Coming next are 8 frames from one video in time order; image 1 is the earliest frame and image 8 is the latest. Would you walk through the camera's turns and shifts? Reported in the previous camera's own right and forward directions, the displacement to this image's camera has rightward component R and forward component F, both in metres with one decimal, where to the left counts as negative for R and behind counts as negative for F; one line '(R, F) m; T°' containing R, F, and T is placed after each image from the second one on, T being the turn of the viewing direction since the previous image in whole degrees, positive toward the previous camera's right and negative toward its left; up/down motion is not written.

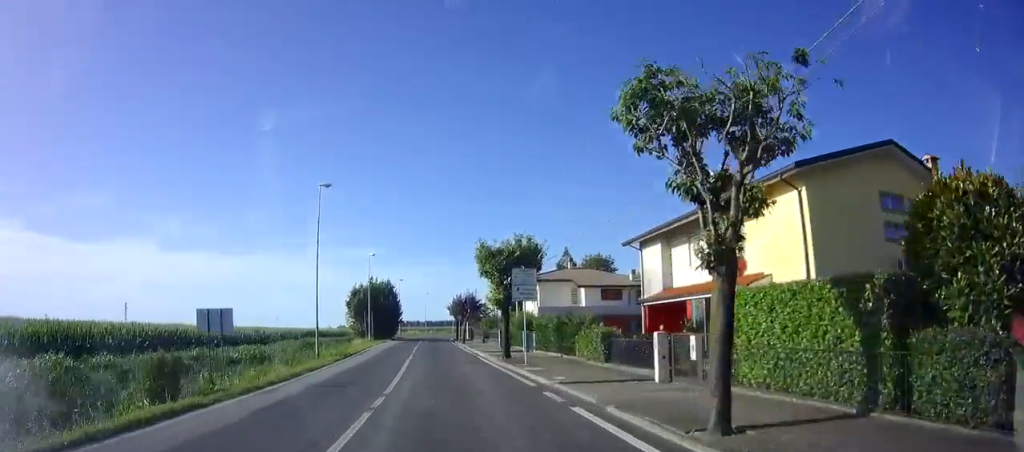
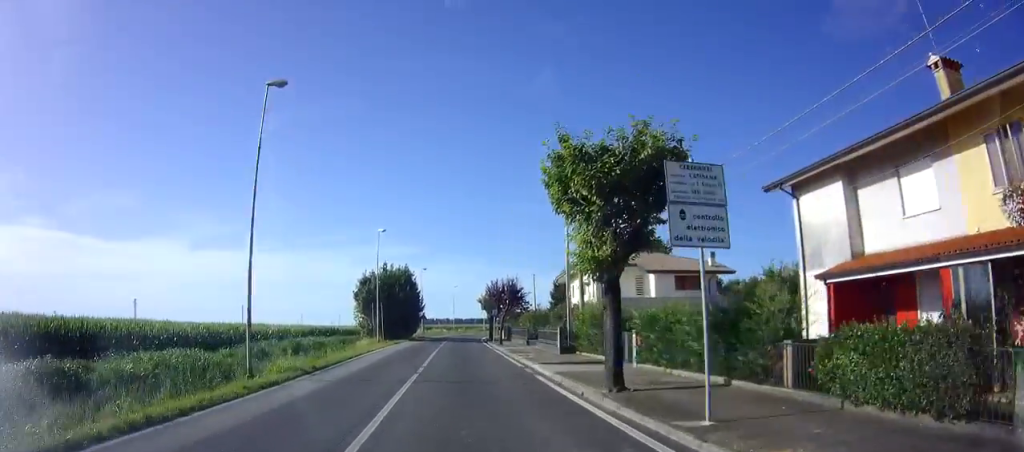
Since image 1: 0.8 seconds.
(-0.2, +12.5) m; -2°
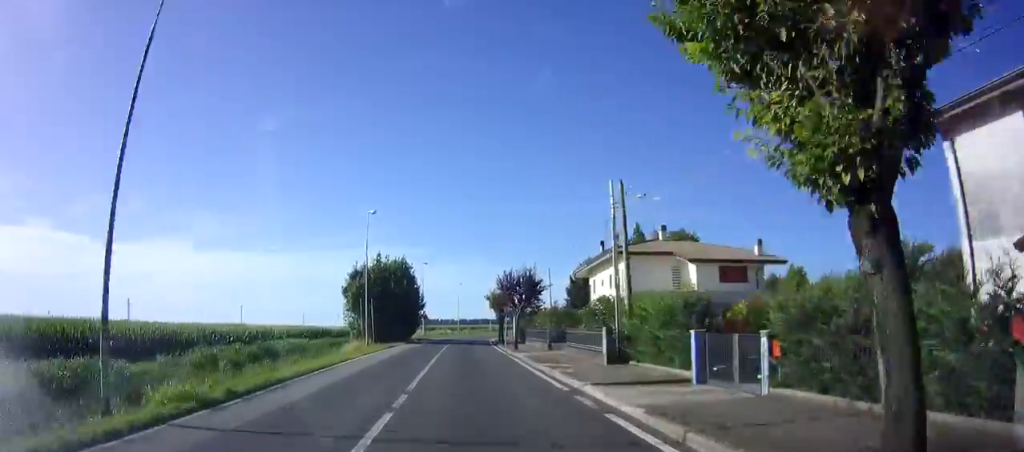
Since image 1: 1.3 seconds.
(-0.1, +7.2) m; 0°
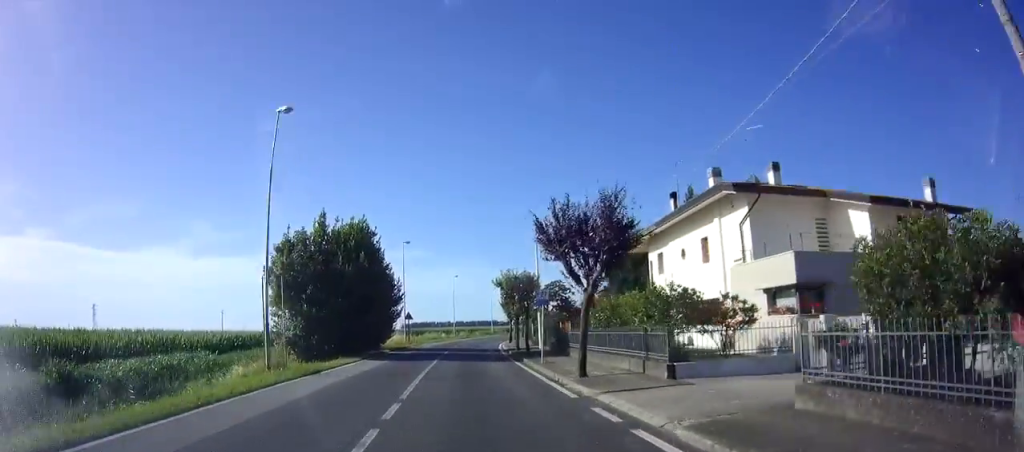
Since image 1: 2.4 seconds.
(-0.1, +18.1) m; 0°
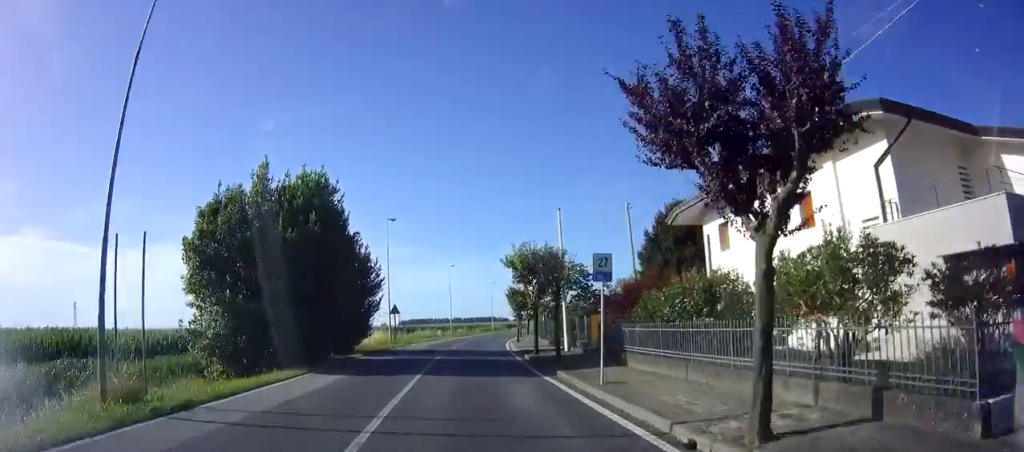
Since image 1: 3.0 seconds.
(+0.1, +9.2) m; +1°
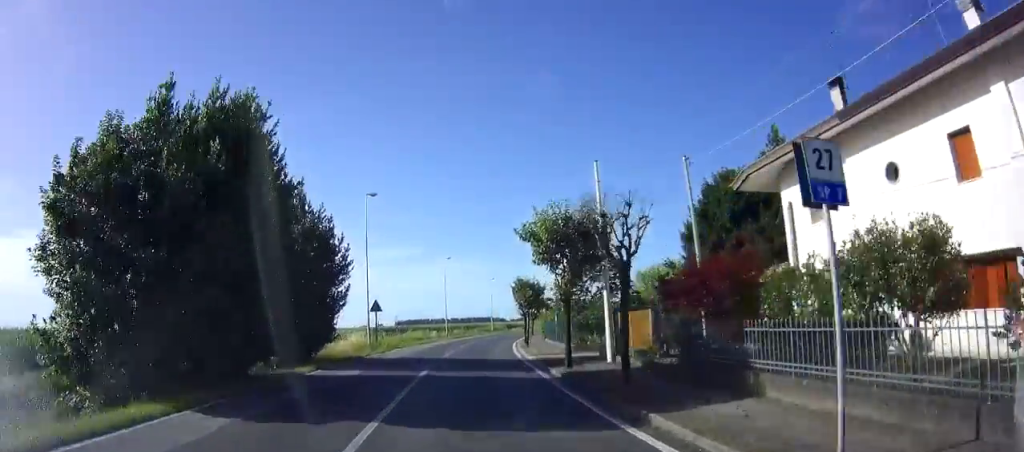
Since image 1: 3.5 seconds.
(0.0, +7.6) m; +1°
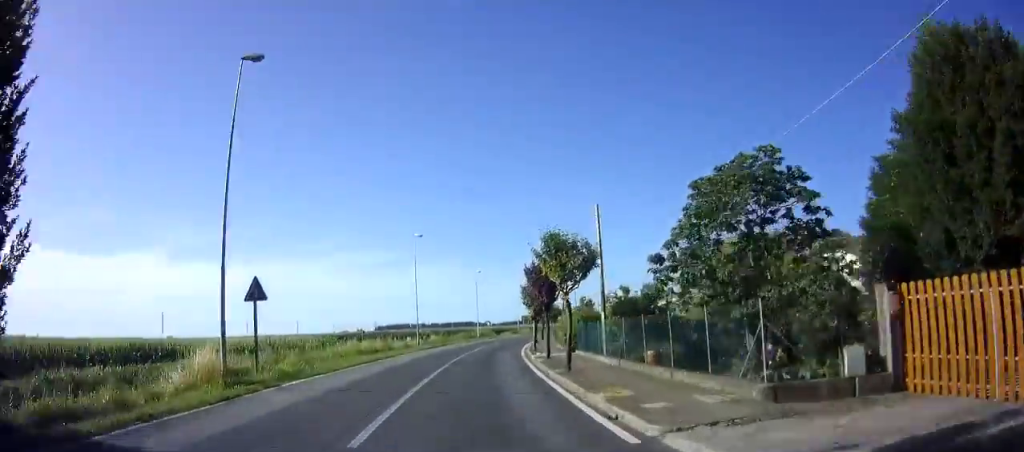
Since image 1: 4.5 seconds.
(+0.2, +17.3) m; +2°
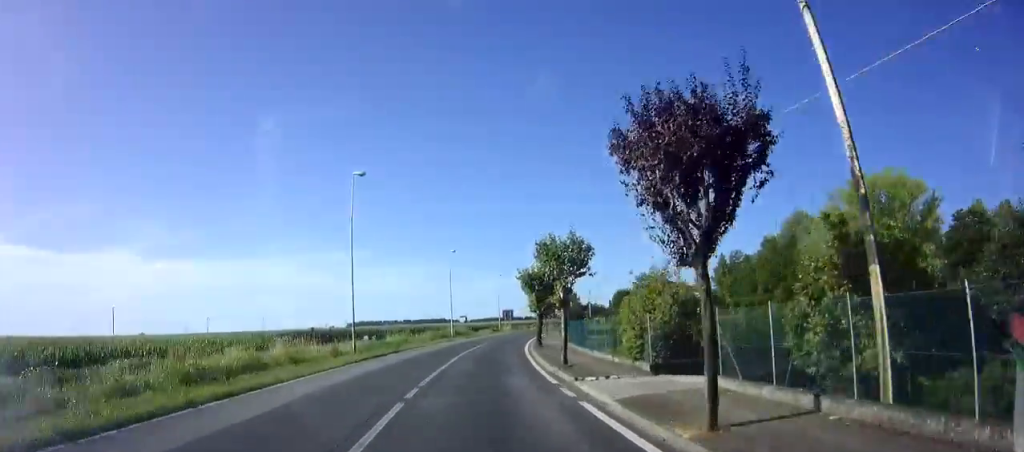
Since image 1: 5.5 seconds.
(+0.4, +16.6) m; +3°
